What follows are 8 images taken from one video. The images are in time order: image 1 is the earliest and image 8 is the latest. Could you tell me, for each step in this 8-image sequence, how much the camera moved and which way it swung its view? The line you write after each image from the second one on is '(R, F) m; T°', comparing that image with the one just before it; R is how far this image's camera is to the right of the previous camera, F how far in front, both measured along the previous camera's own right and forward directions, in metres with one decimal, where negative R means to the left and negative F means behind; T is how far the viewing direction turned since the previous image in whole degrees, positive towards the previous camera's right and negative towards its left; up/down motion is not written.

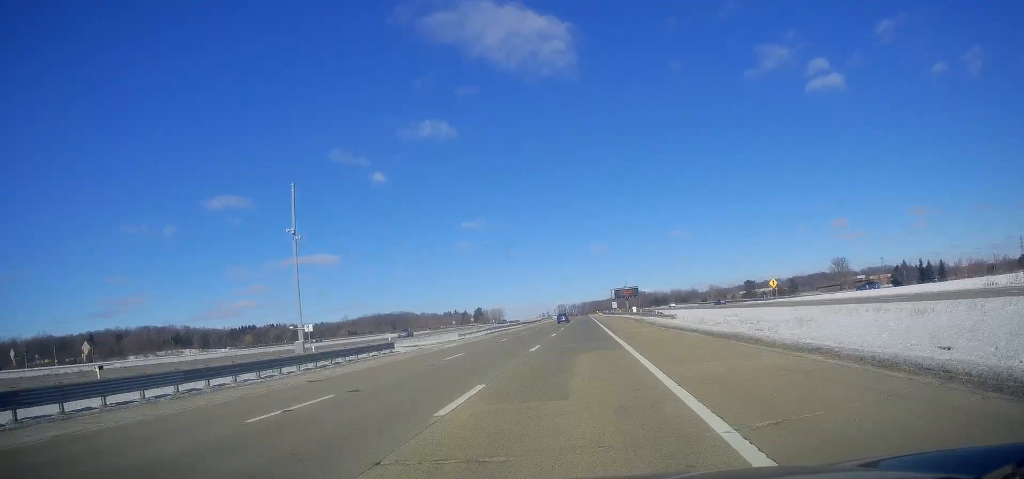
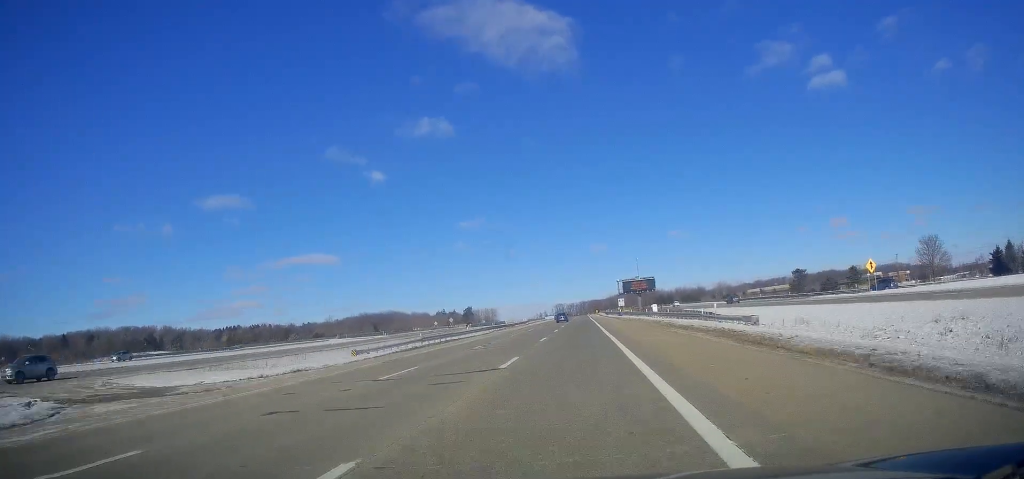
(-0.2, +37.5) m; 0°
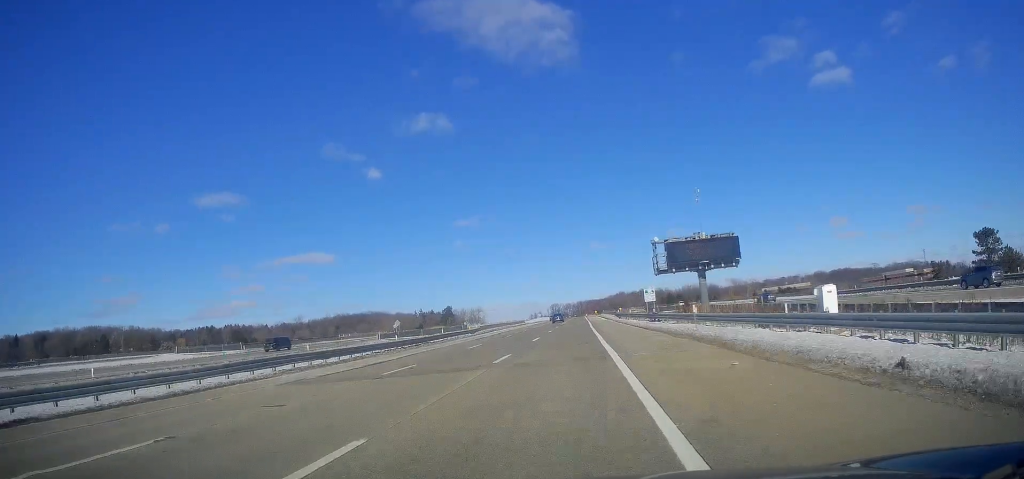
(0.0, +60.3) m; 0°
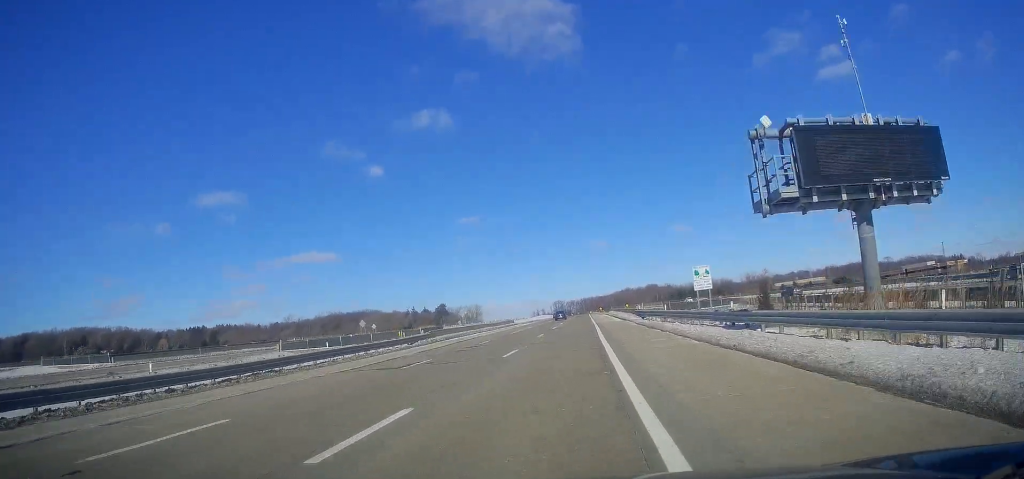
(0.0, +28.3) m; 0°
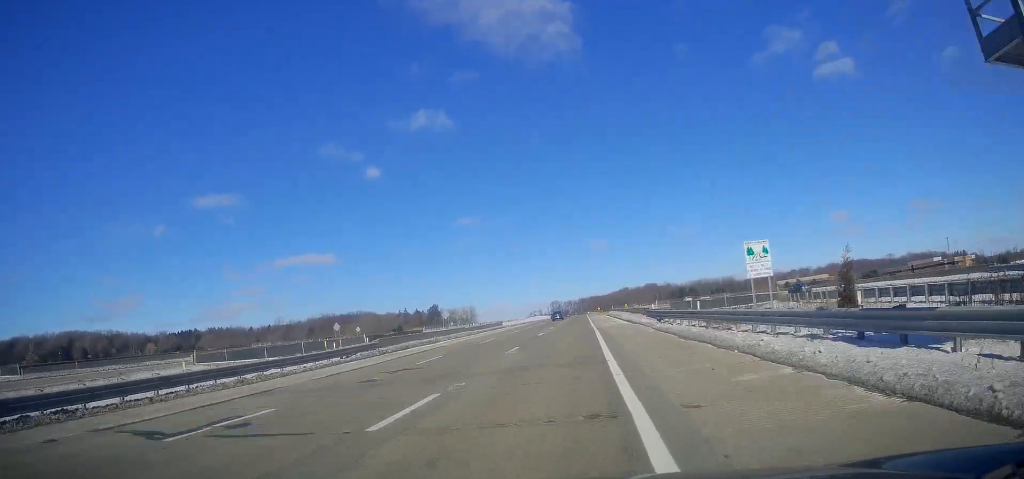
(0.0, +13.0) m; 0°
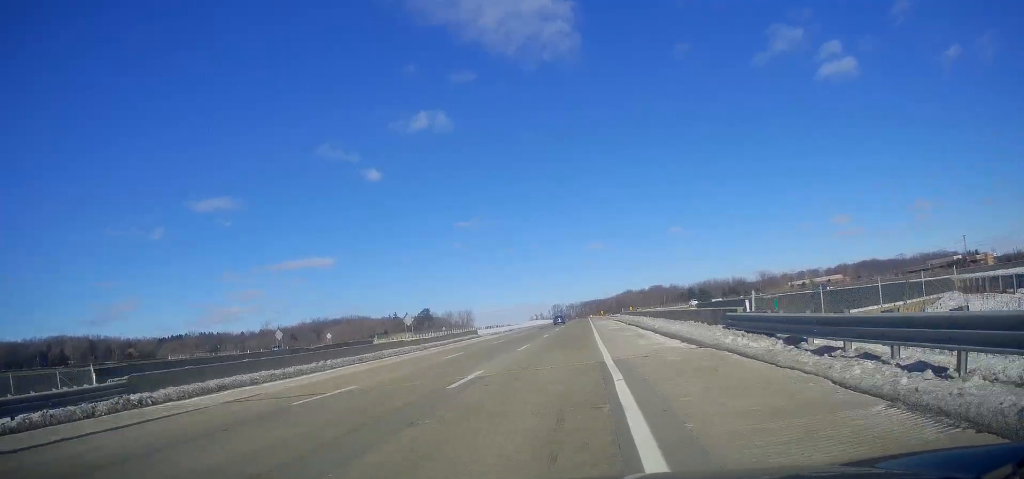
(0.0, +24.9) m; 0°
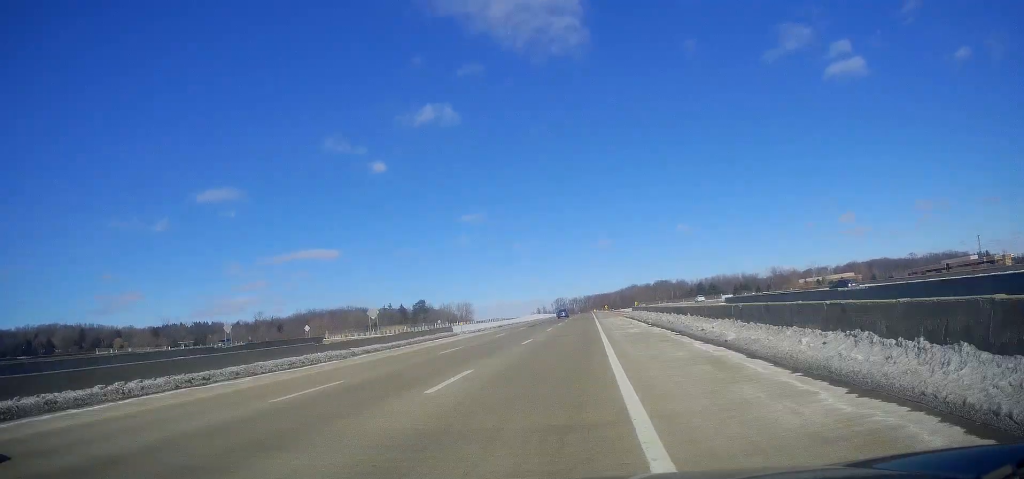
(-0.1, +16.3) m; 0°
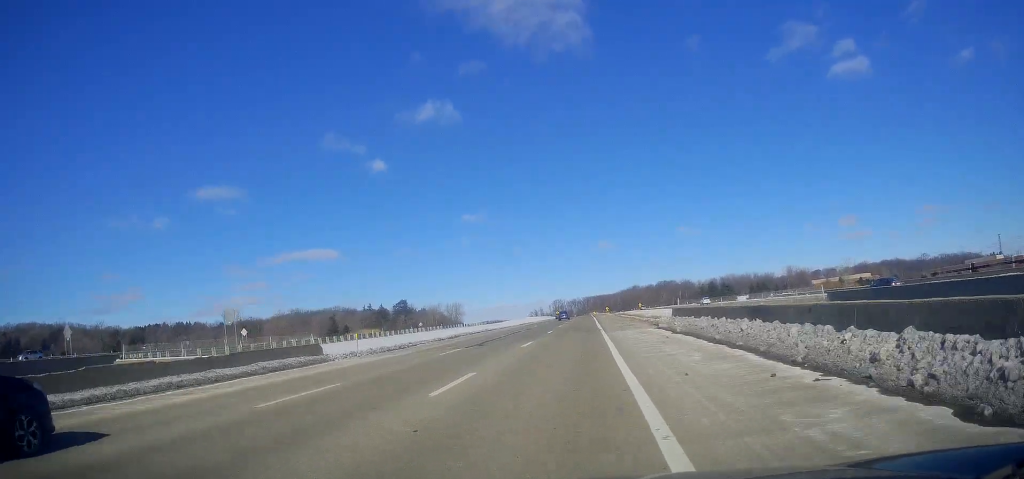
(+0.5, +31.2) m; -1°
